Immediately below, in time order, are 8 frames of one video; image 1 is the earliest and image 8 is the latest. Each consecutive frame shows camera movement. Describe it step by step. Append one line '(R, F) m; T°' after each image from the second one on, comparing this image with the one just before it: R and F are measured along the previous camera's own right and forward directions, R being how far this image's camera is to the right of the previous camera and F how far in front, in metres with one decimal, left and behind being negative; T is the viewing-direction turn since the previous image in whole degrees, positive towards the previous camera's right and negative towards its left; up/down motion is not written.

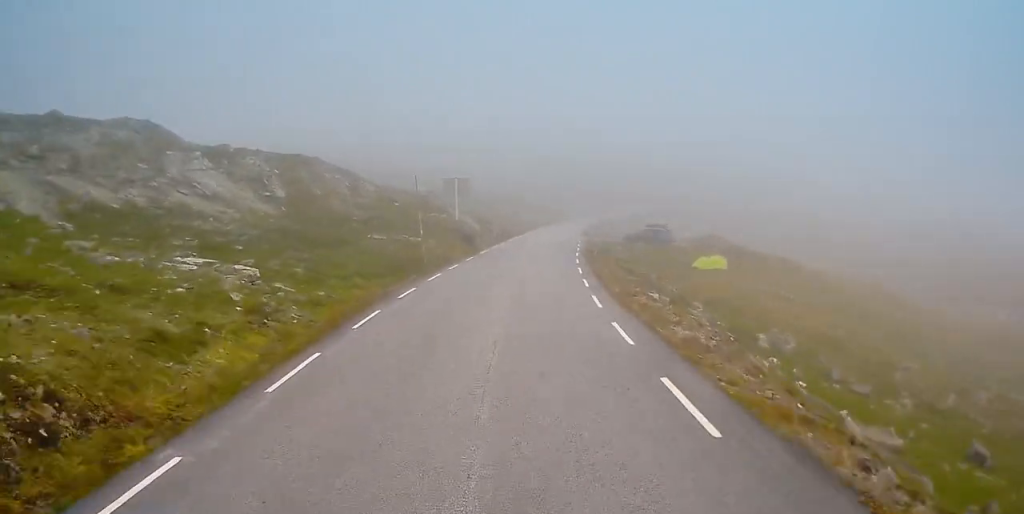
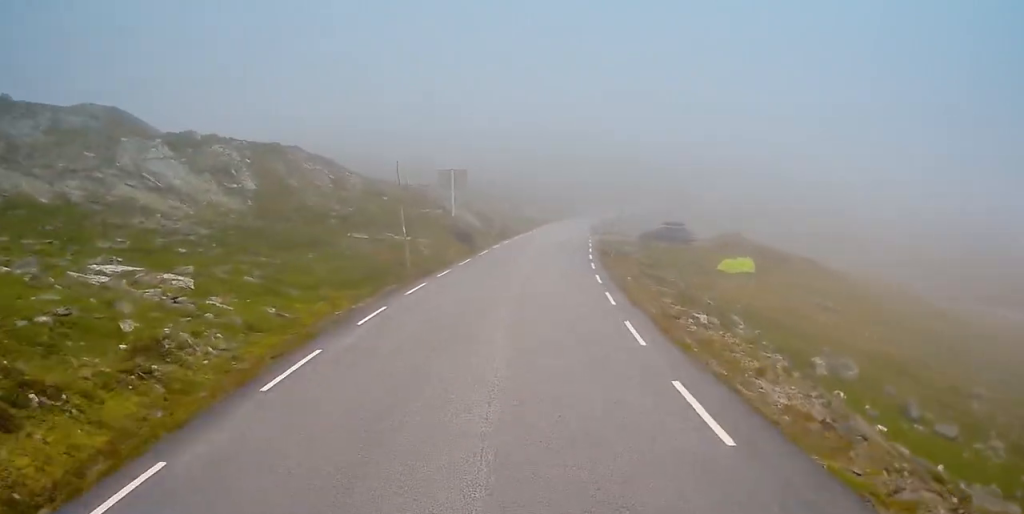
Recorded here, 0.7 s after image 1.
(-0.1, +6.3) m; 0°
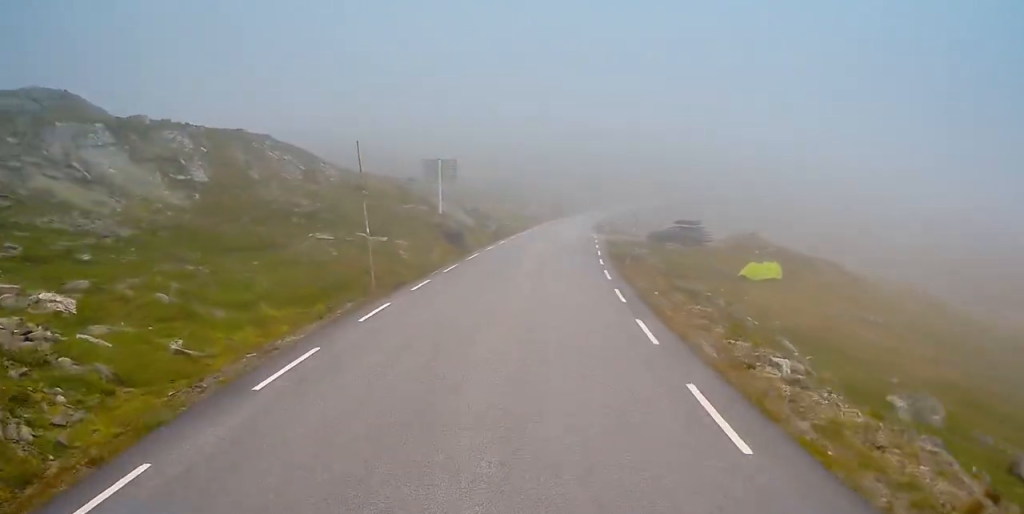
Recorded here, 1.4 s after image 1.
(0.0, +6.3) m; +1°
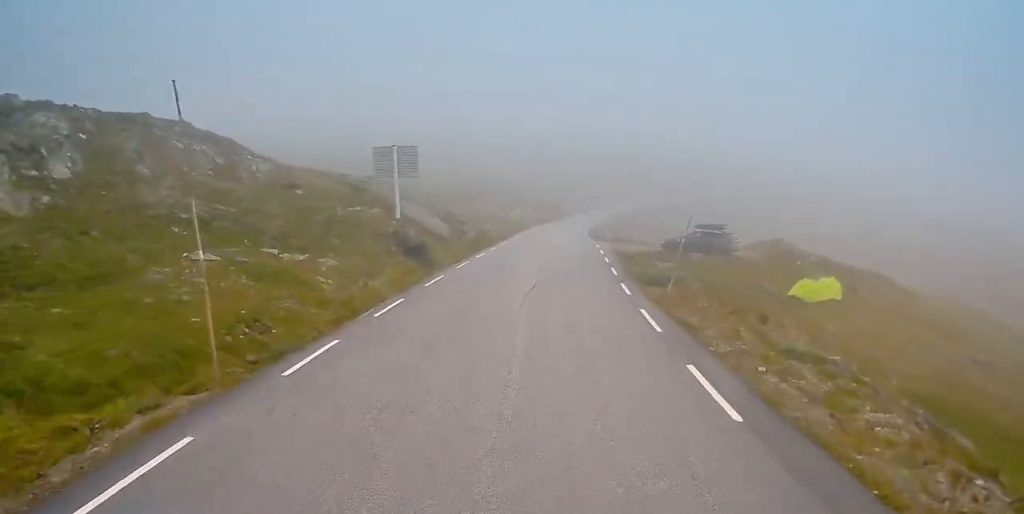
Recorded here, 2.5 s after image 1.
(+0.3, +10.9) m; +1°
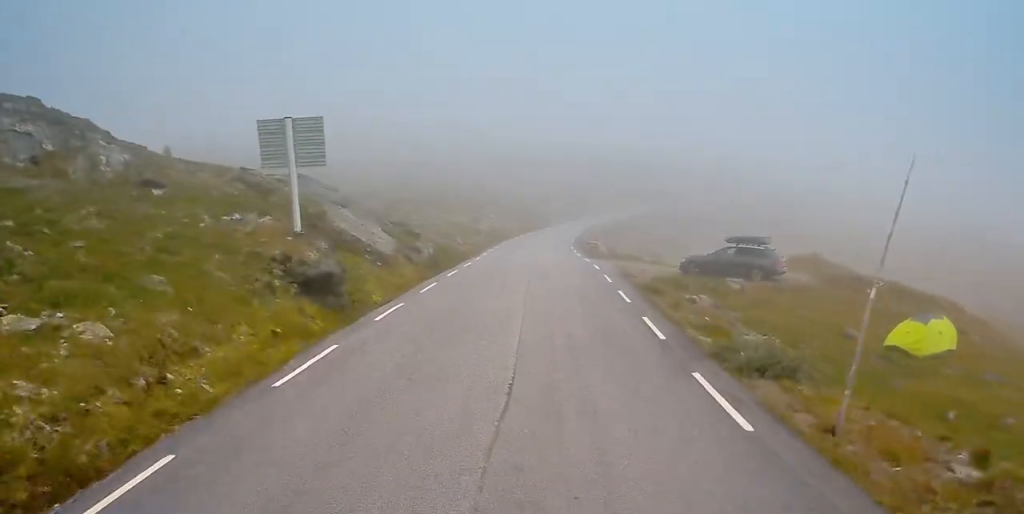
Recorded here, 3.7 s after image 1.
(0.0, +12.3) m; 0°
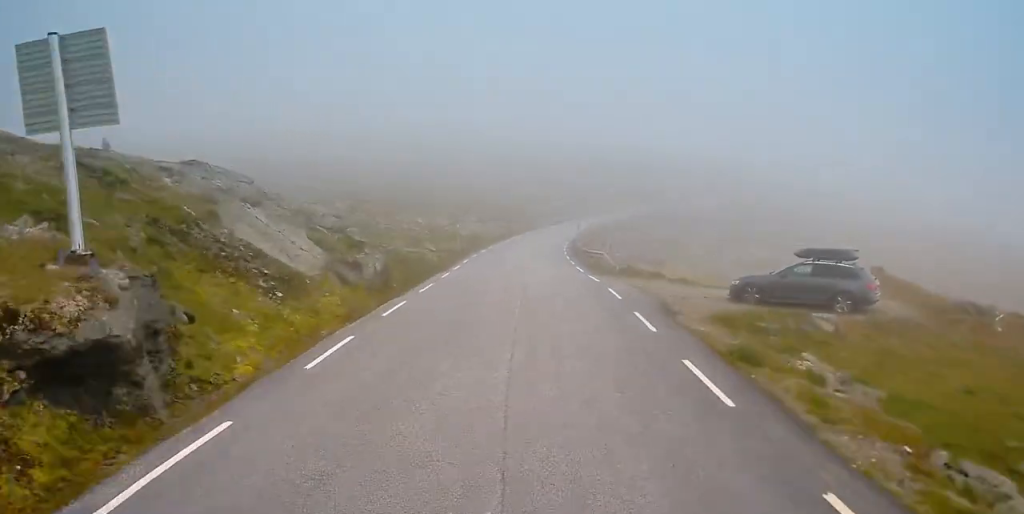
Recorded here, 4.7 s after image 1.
(0.0, +10.9) m; 0°
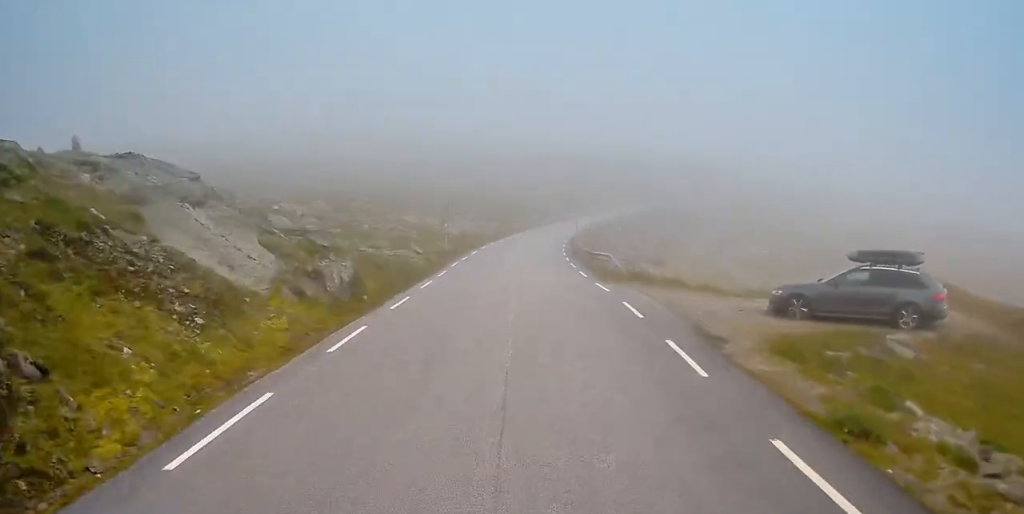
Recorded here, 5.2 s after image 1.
(0.0, +4.6) m; 0°
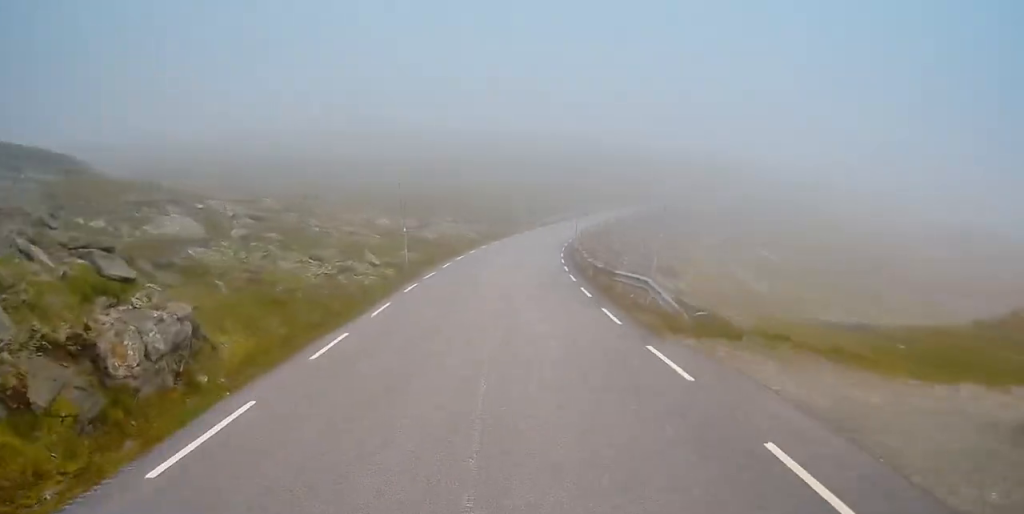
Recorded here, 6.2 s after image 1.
(0.0, +12.3) m; +1°
